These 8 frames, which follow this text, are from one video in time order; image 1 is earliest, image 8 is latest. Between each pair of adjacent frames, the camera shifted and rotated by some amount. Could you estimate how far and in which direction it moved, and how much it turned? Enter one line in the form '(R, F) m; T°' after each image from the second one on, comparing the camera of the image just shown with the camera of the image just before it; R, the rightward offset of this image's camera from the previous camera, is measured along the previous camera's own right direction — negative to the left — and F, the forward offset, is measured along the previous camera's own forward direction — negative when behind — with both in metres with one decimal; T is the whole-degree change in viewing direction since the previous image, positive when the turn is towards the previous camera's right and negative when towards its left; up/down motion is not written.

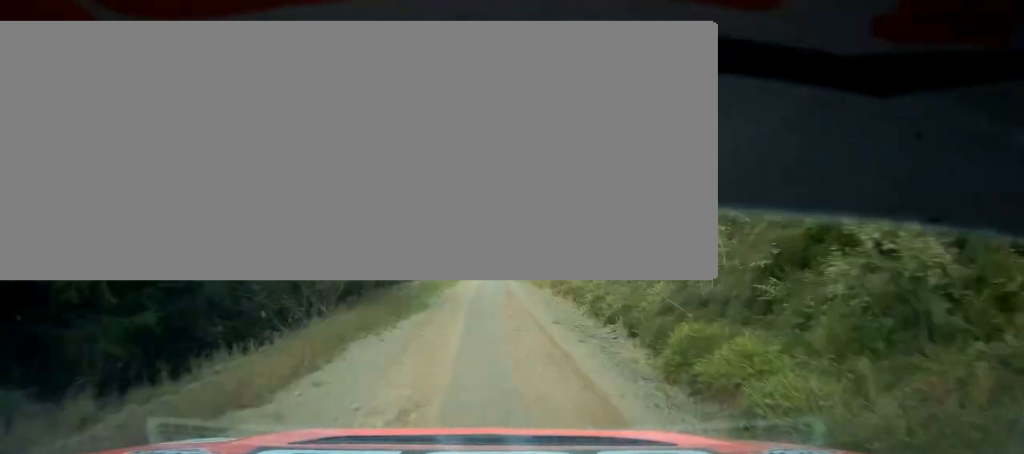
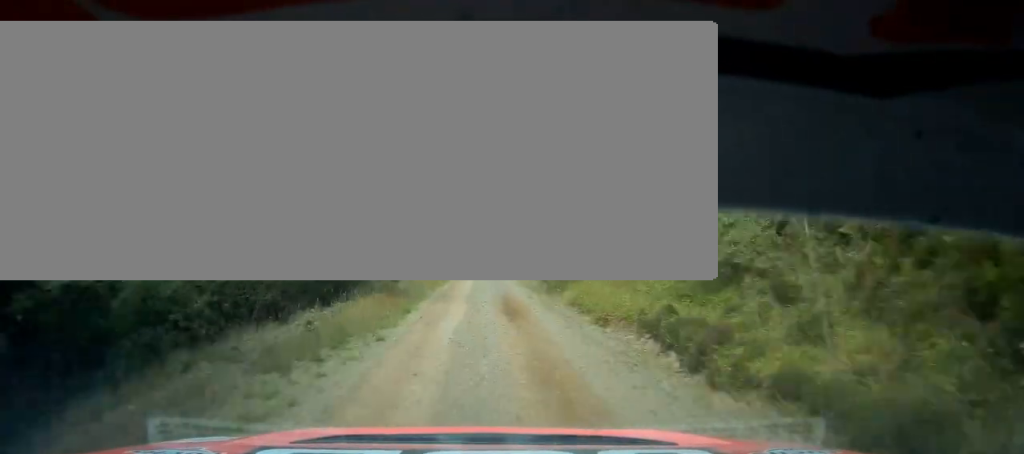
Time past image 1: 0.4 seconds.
(+0.1, +21.2) m; +1°
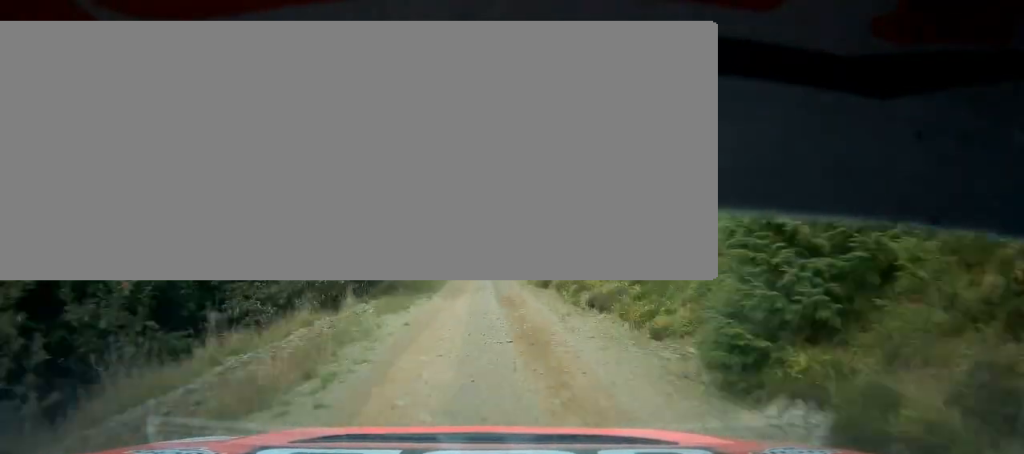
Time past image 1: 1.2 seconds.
(+0.7, +34.2) m; +1°
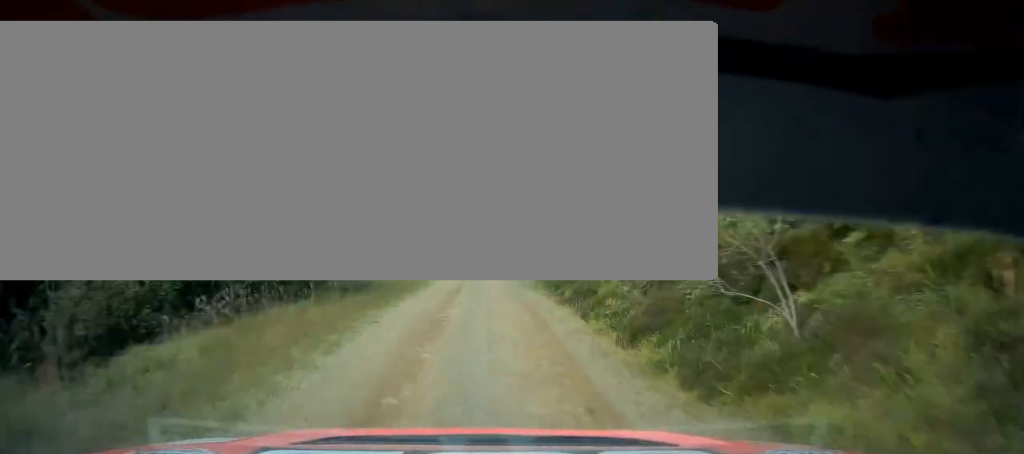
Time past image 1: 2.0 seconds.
(+0.2, +37.5) m; +2°
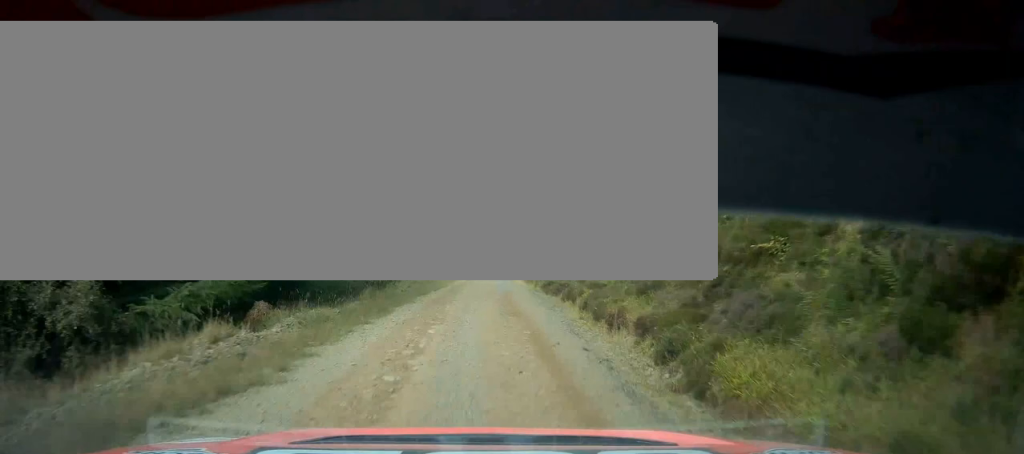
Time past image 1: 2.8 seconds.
(+1.0, +36.4) m; +3°
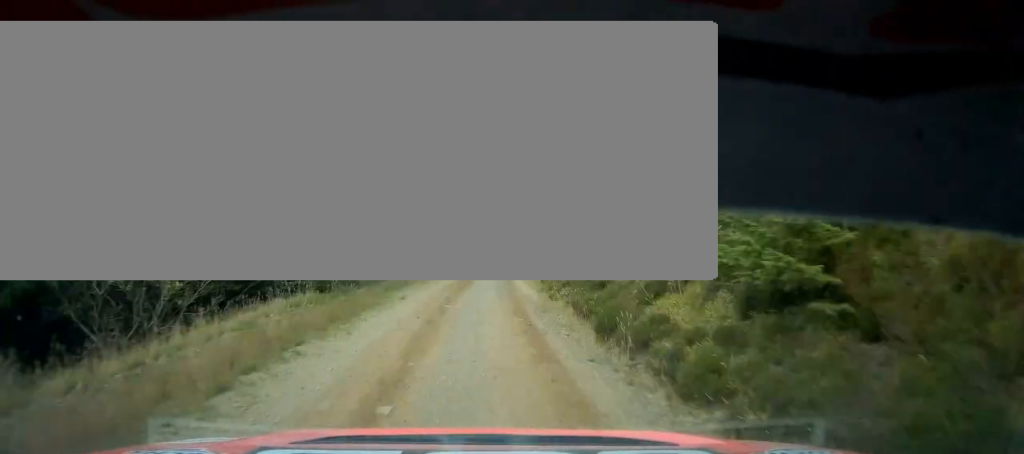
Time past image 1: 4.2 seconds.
(+2.5, +56.6) m; +8°
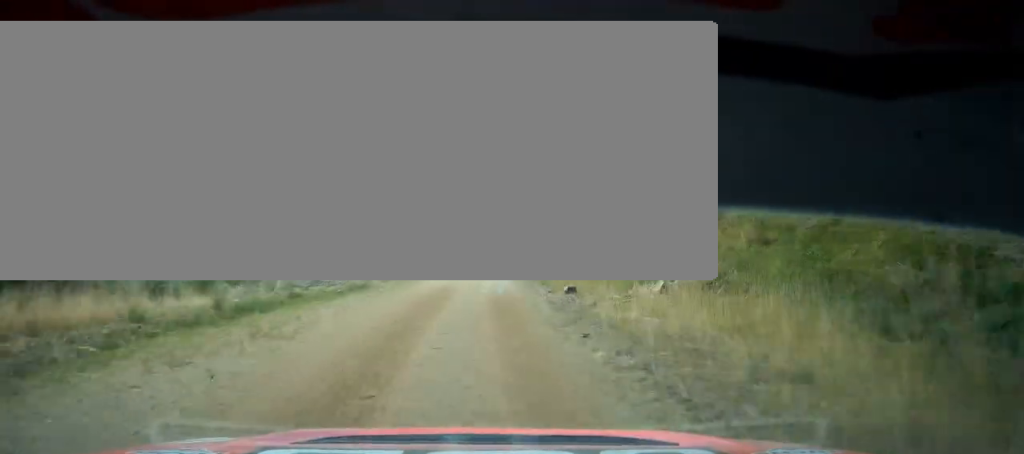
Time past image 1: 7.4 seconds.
(+25.7, +130.1) m; +20°
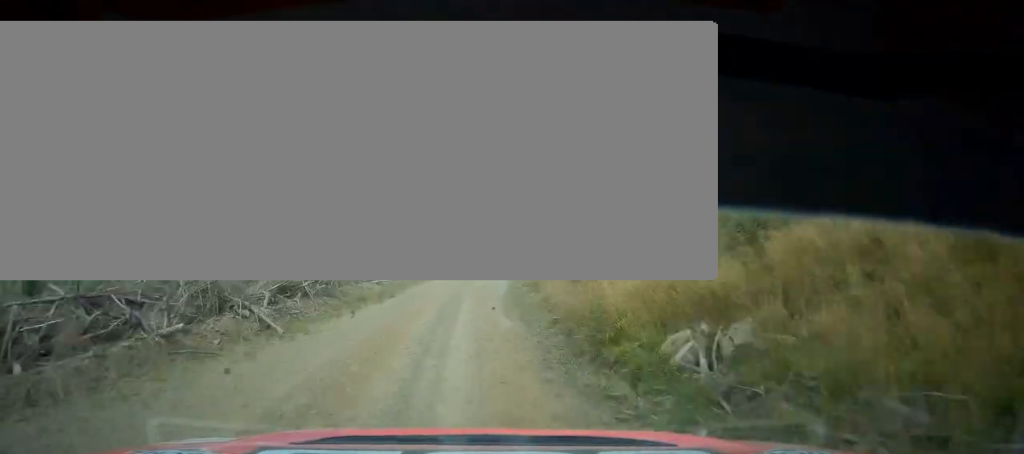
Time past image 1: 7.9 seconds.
(+0.8, +20.7) m; +2°
